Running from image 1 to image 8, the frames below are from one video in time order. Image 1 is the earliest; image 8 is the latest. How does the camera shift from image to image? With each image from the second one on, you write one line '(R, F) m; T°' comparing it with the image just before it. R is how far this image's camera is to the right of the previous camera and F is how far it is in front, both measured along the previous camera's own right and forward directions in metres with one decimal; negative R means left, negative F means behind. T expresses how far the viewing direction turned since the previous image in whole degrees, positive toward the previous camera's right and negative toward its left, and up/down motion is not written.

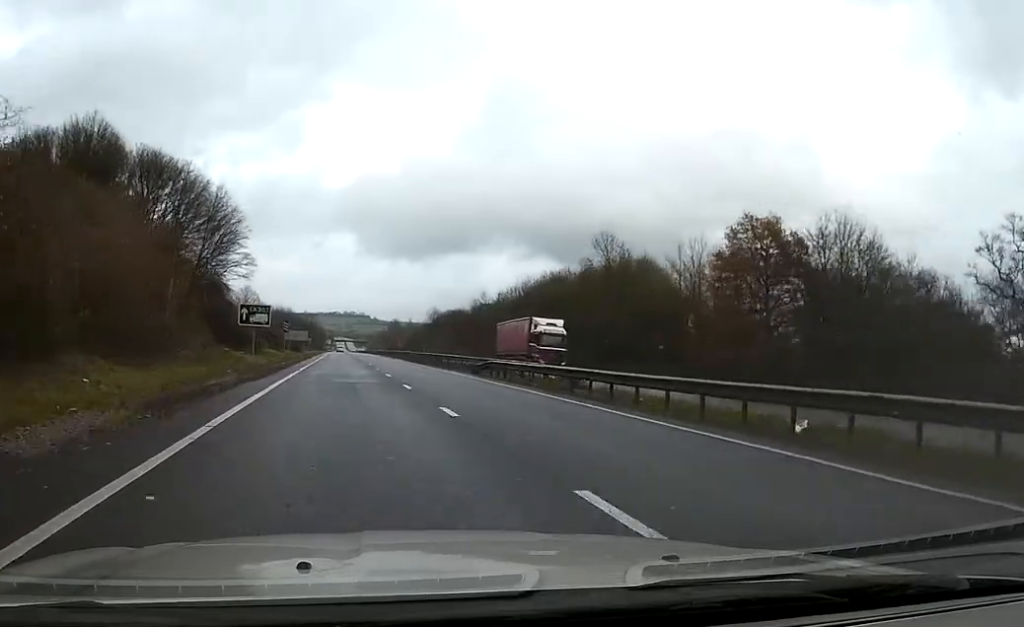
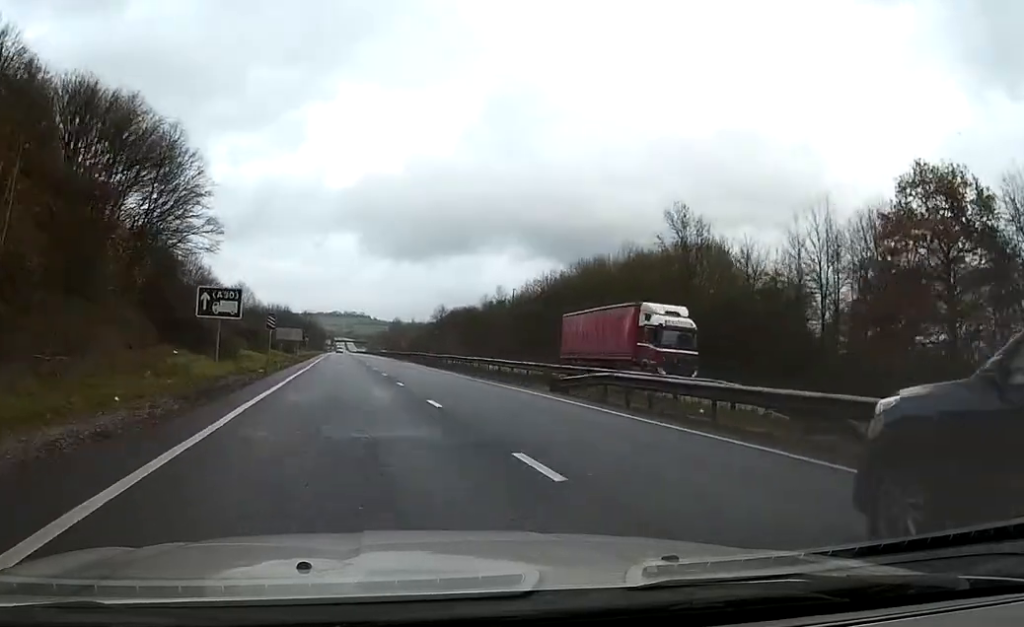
(+0.2, +15.6) m; +1°
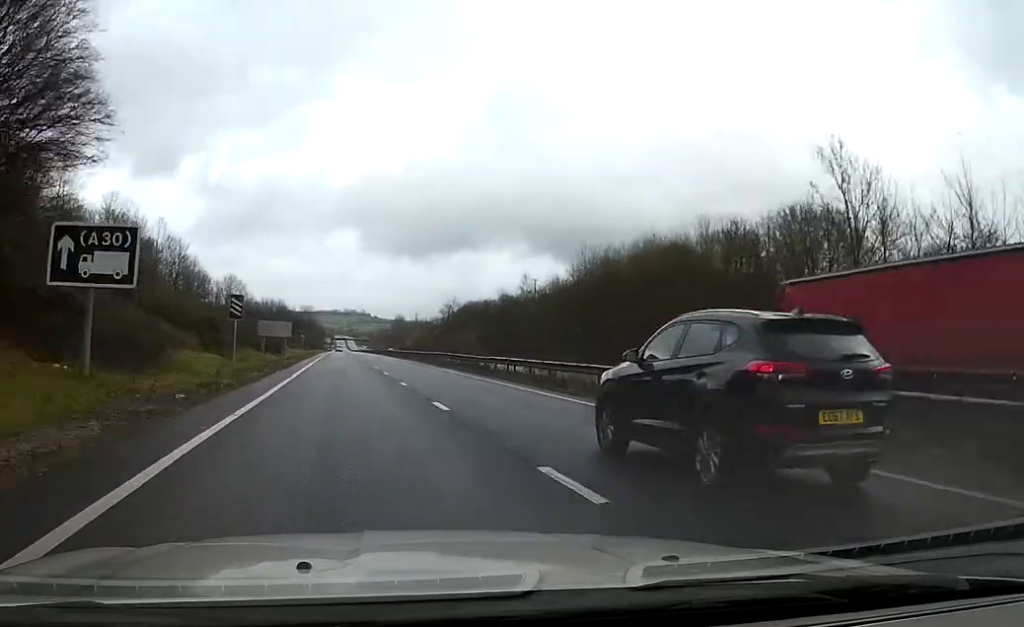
(+0.1, +19.3) m; 0°
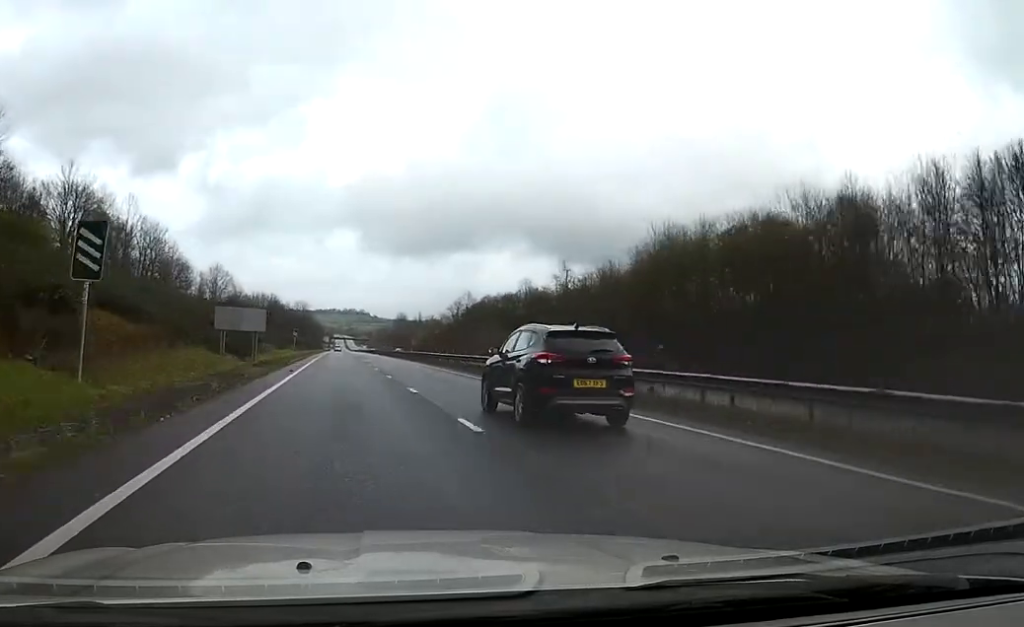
(0.0, +22.0) m; -1°
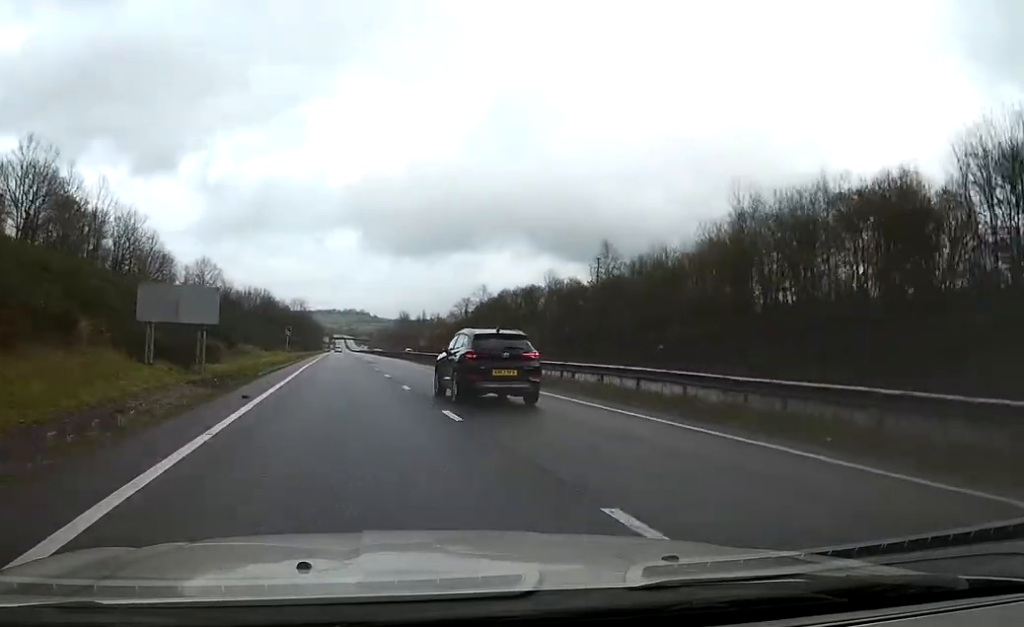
(-0.3, +16.5) m; -1°
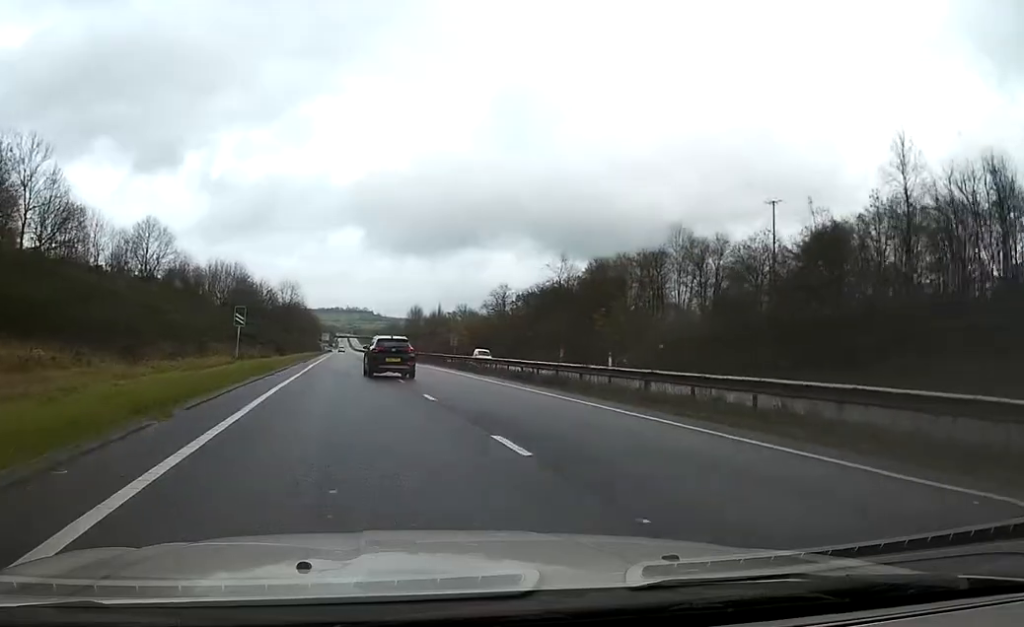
(-0.3, +49.5) m; 0°
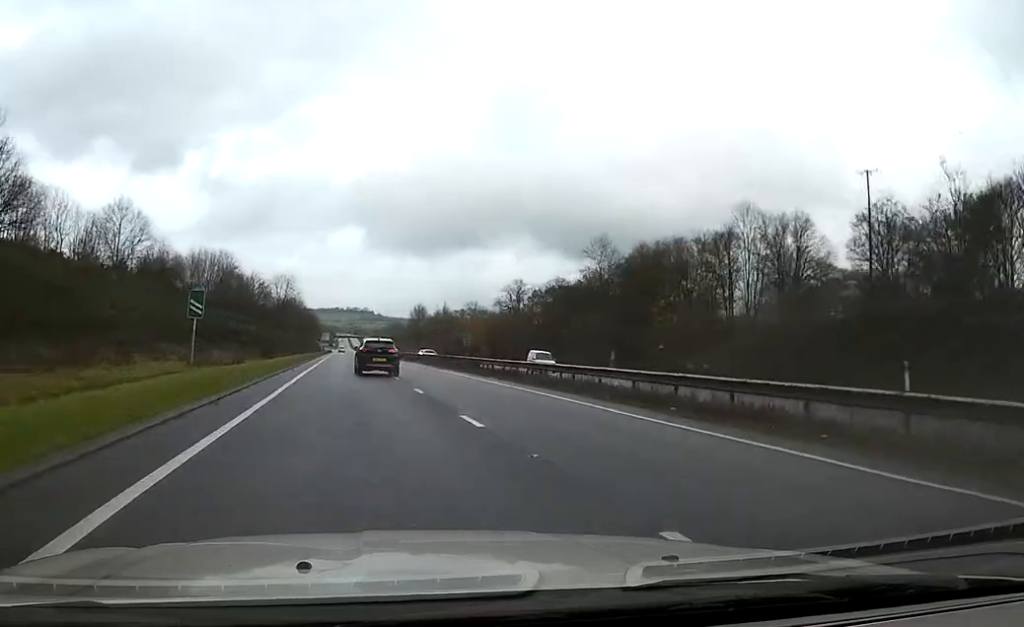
(-0.1, +14.7) m; 0°
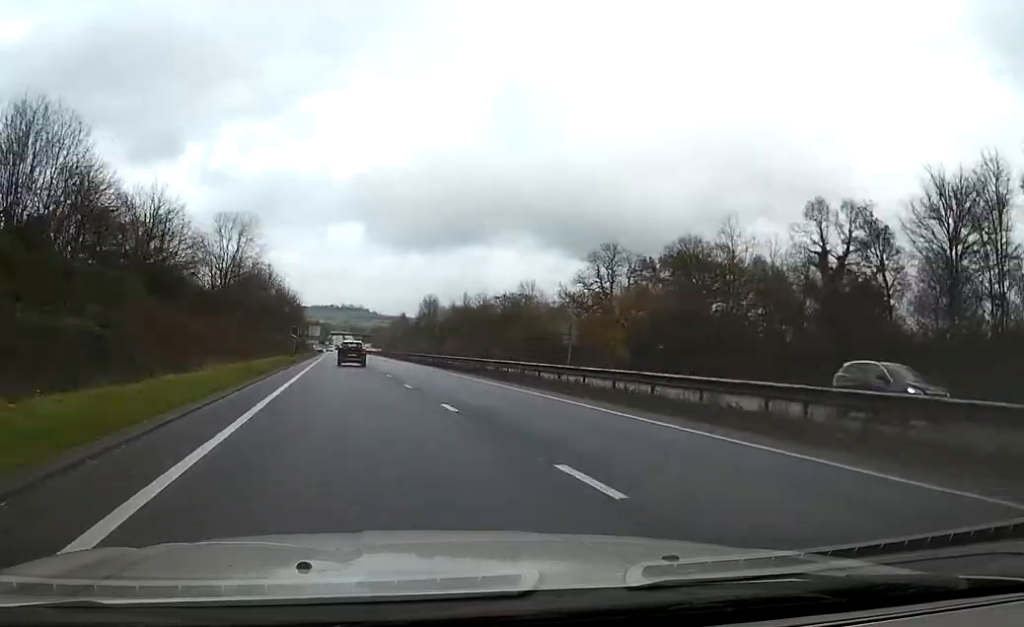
(0.0, +60.5) m; 0°
